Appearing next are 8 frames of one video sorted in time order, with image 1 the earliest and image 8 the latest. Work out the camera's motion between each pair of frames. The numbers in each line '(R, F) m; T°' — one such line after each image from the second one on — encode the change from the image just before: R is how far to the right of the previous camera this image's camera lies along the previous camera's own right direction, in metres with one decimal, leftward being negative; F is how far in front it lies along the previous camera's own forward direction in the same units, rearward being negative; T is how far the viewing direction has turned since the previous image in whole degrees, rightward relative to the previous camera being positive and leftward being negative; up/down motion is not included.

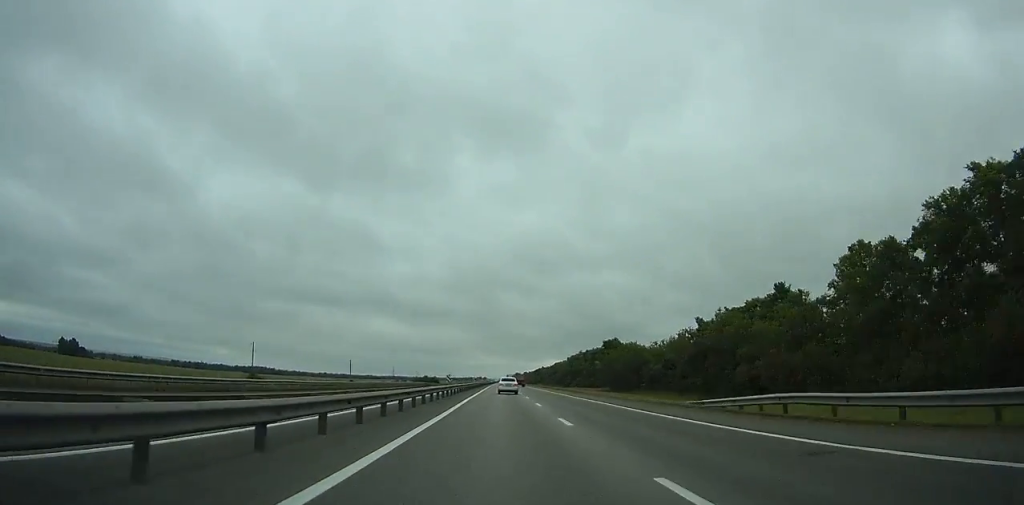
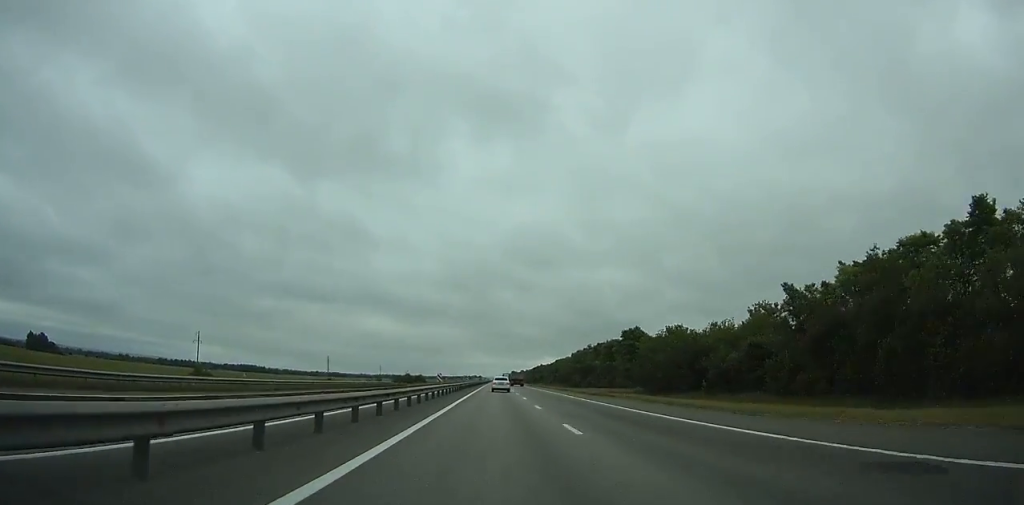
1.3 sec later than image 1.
(+0.1, +40.3) m; 0°
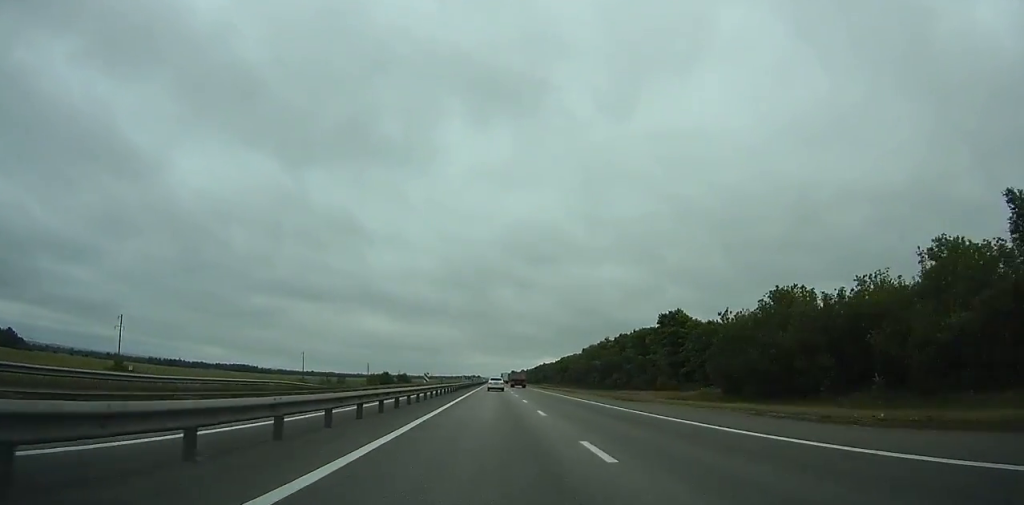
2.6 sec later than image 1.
(0.0, +40.1) m; 0°
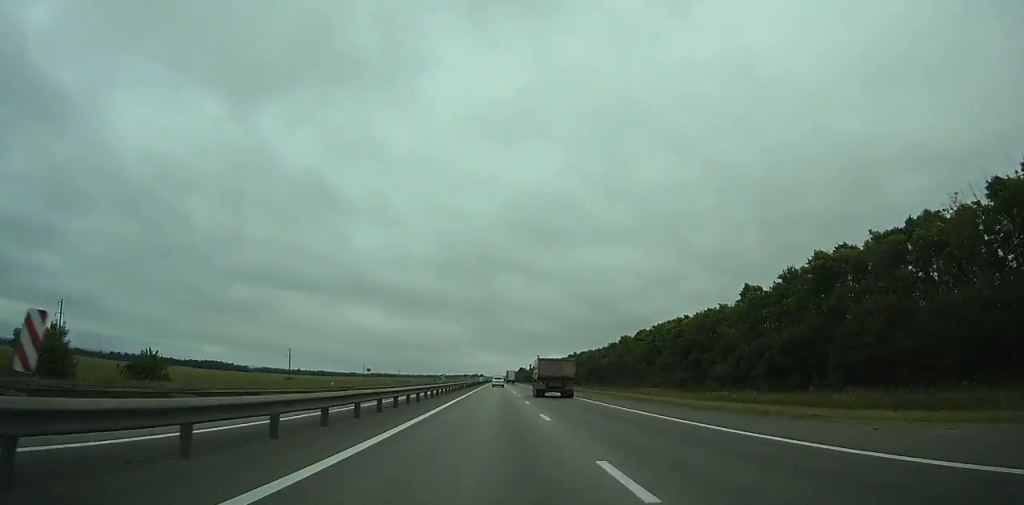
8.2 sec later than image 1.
(-0.6, +171.5) m; 0°
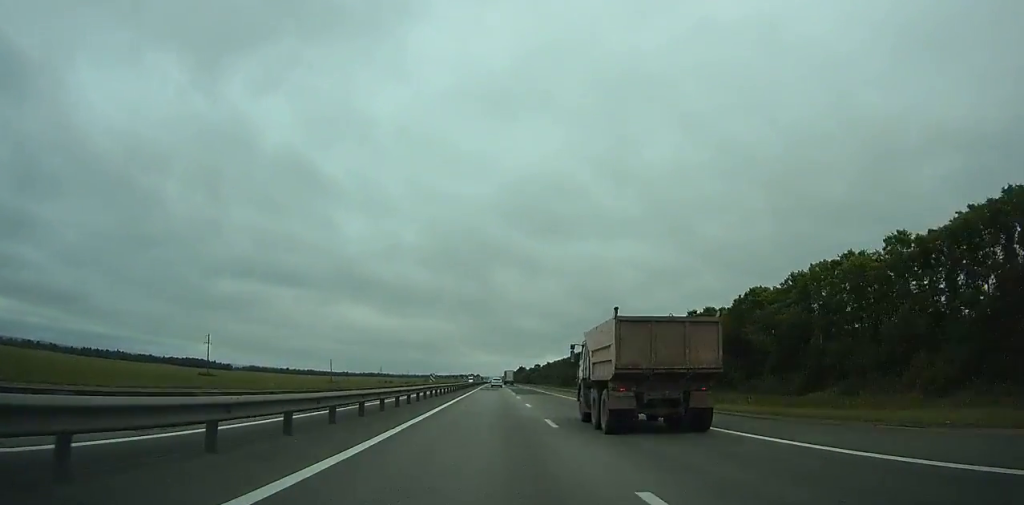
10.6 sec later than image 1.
(-0.1, +72.3) m; 0°
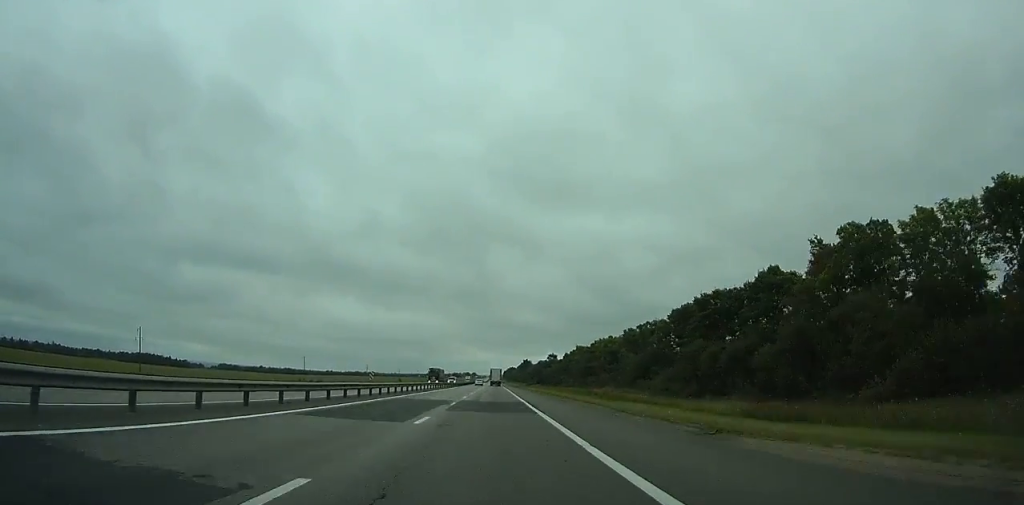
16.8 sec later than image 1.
(+2.8, +178.1) m; 0°
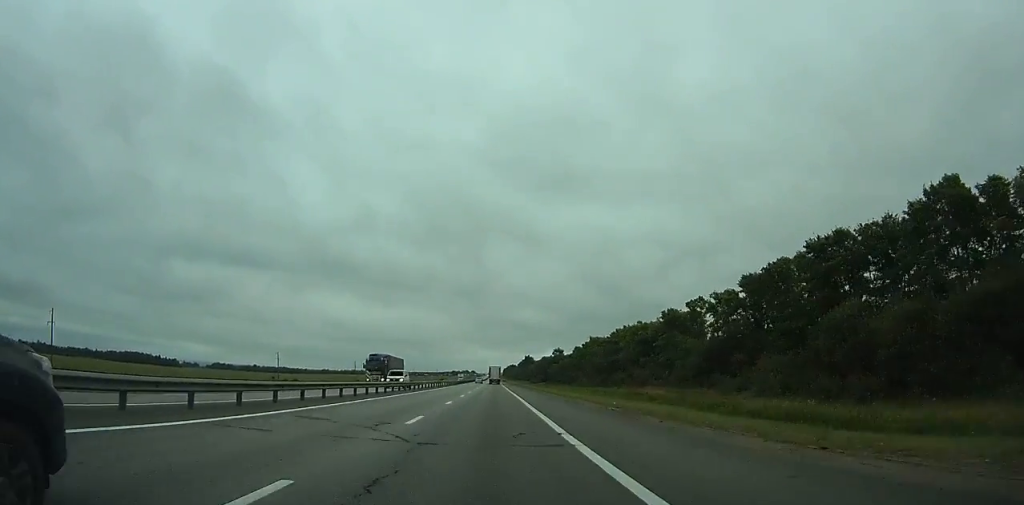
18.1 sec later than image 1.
(-0.5, +35.7) m; 0°
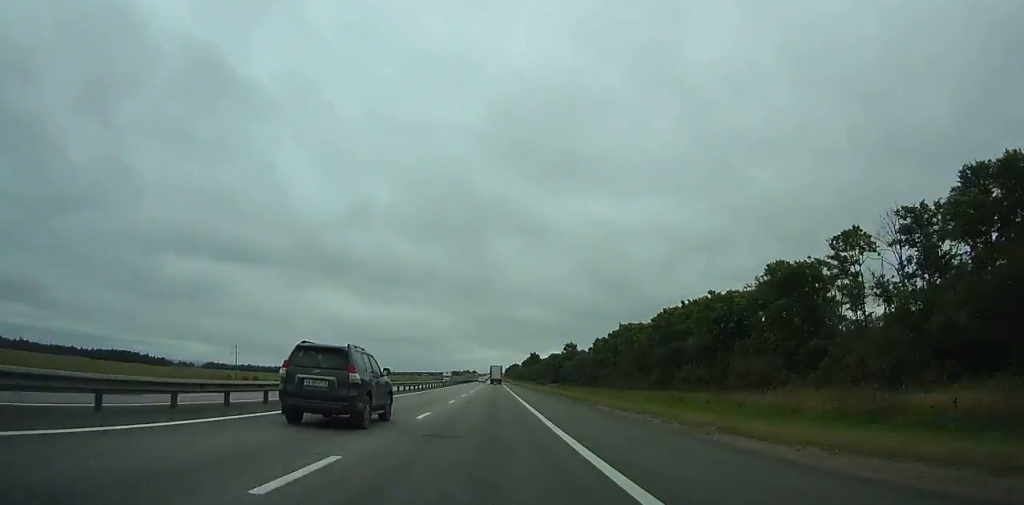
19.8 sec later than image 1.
(-0.3, +46.3) m; 0°
